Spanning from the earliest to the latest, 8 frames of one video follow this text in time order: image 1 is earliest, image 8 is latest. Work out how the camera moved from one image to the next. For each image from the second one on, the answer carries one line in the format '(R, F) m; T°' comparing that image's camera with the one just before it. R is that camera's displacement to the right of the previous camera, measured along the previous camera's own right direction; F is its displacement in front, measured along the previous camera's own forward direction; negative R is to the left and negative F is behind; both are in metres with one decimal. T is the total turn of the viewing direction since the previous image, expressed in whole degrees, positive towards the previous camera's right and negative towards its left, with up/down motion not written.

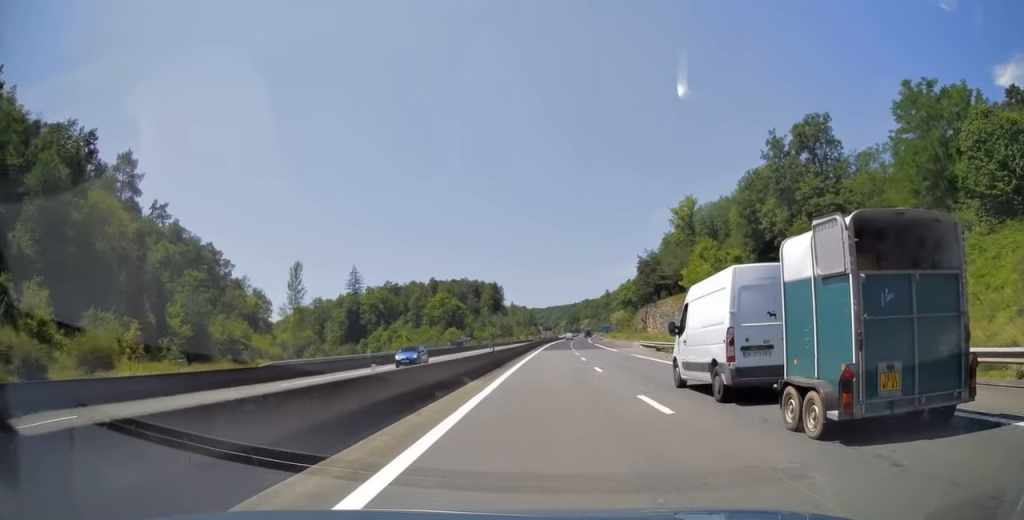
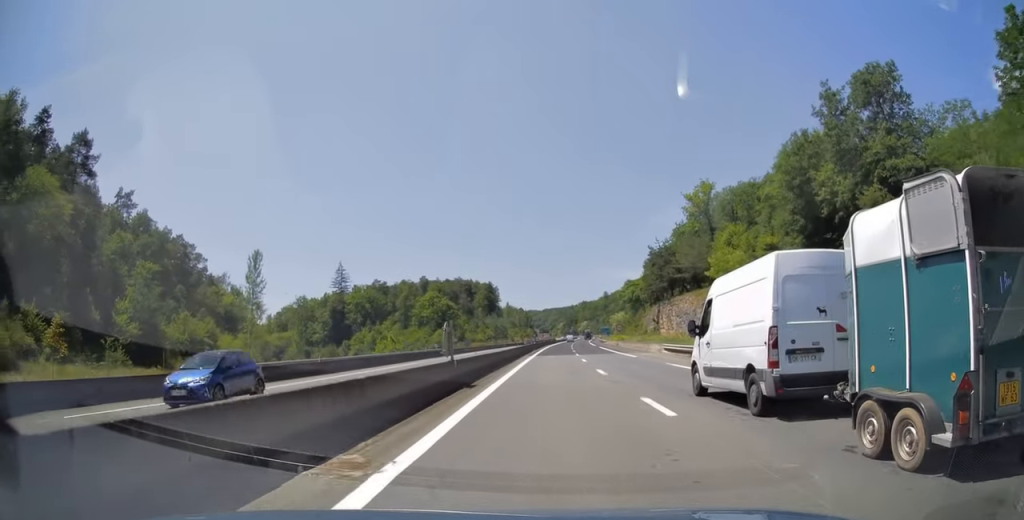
(-0.1, +13.4) m; 0°
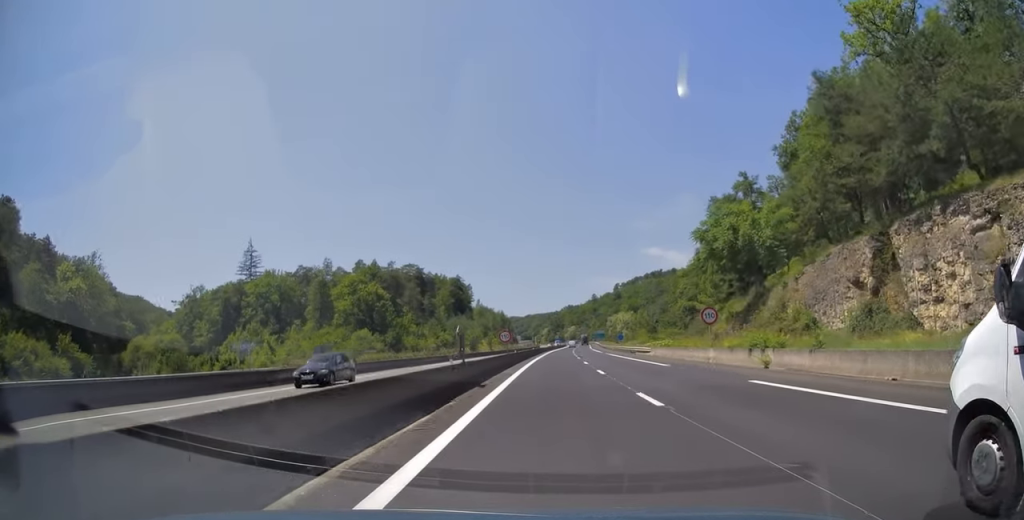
(+1.7, +63.1) m; +3°
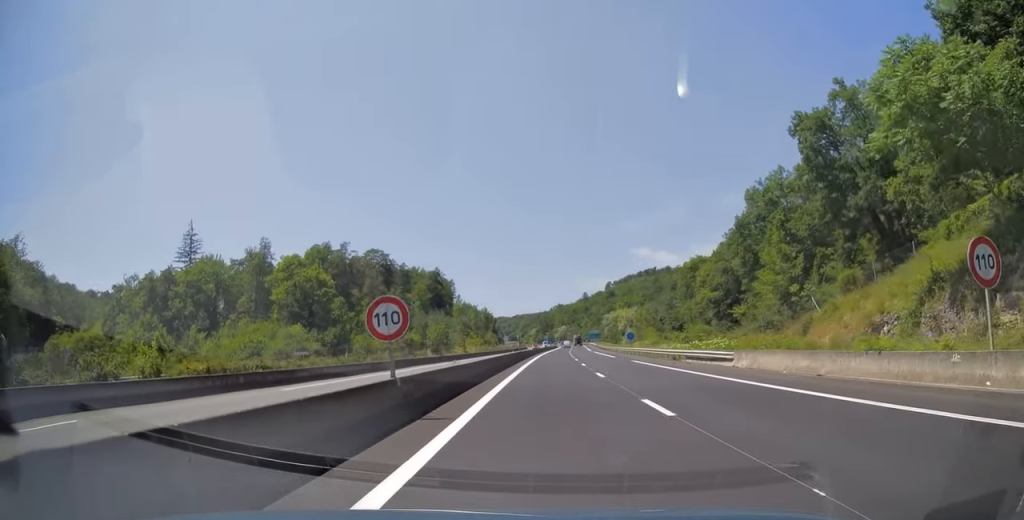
(+0.1, +27.1) m; 0°
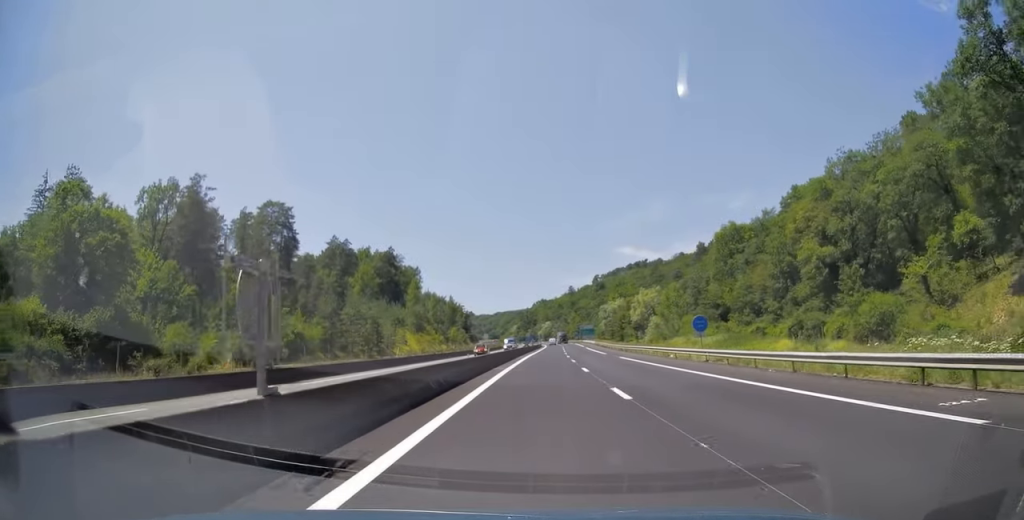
(+0.4, +48.6) m; +1°
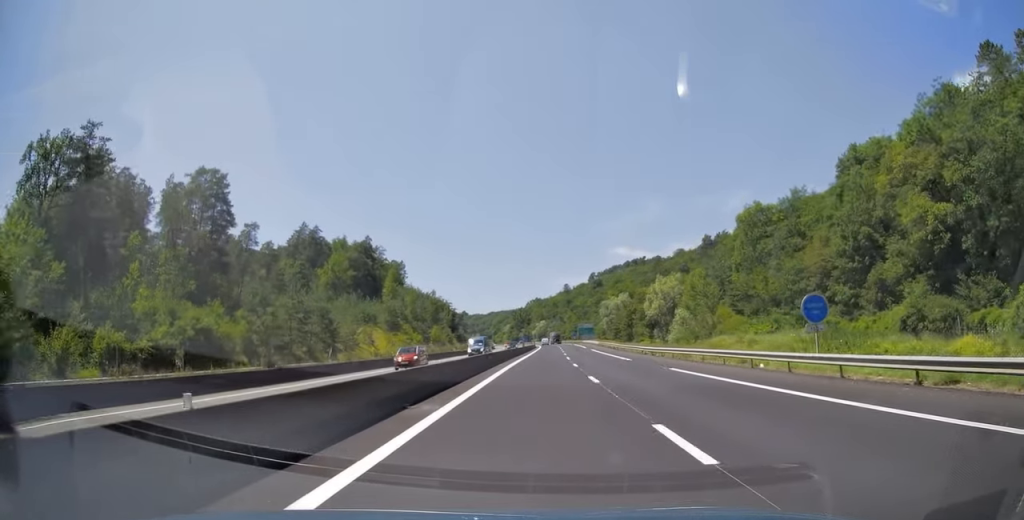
(+0.2, +19.9) m; +1°
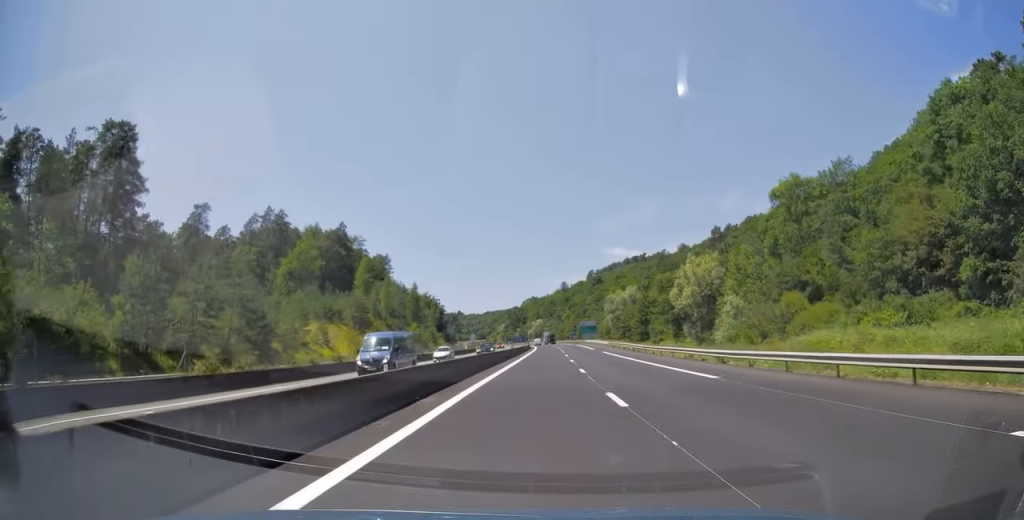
(0.0, +20.0) m; +1°
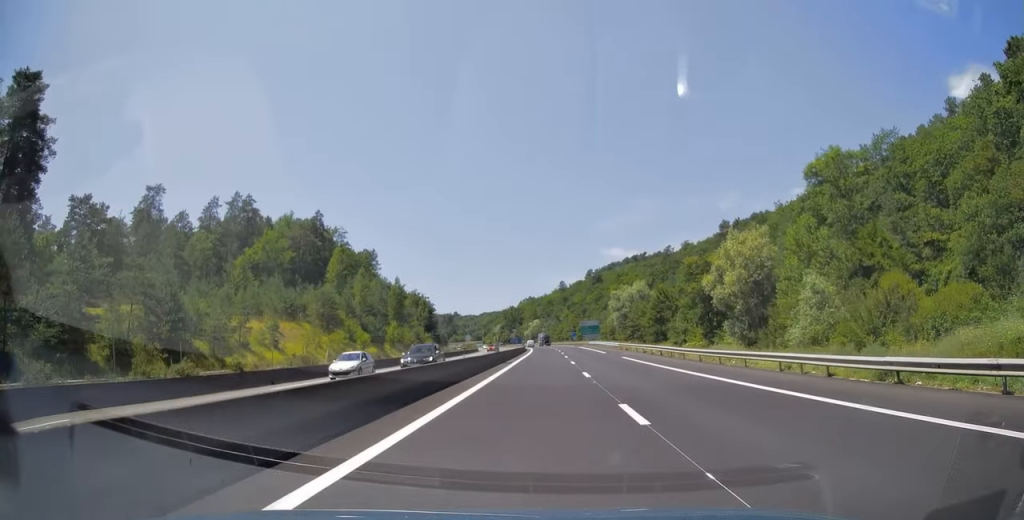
(0.0, +15.3) m; 0°
